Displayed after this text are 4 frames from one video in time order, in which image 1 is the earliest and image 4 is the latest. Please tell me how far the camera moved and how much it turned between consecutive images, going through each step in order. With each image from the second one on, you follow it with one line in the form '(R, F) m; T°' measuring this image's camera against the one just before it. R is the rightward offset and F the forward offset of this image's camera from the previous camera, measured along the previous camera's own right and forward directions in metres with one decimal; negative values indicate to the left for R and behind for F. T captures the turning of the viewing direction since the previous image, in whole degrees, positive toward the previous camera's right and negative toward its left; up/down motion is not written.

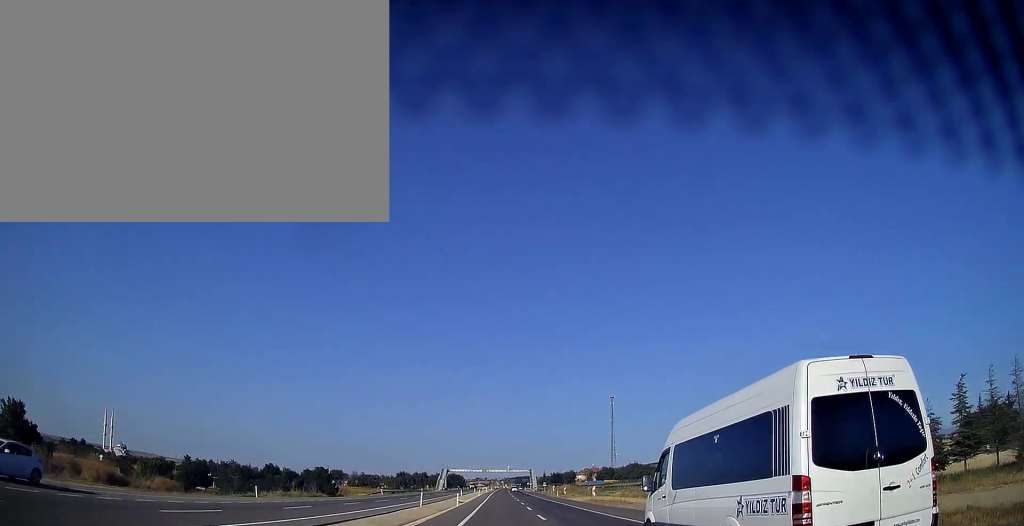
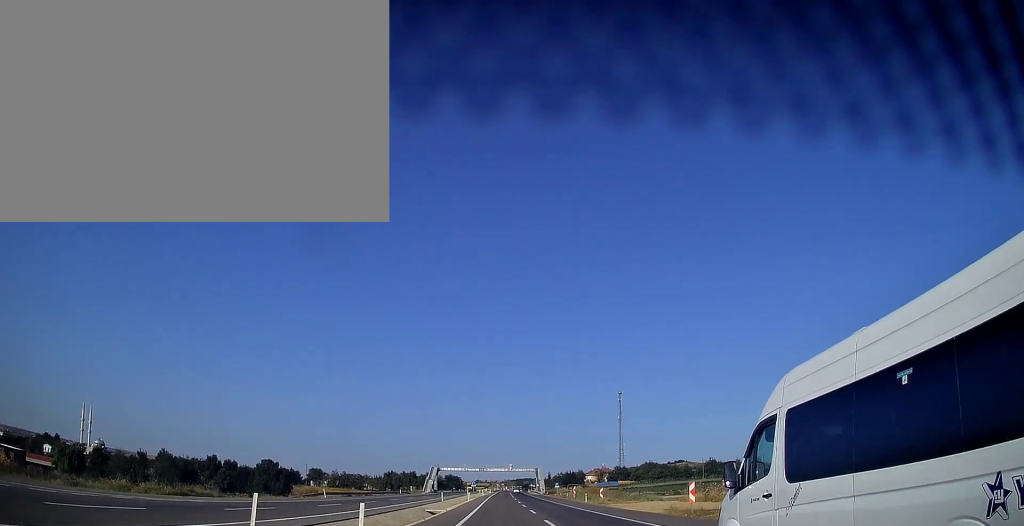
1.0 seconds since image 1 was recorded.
(-0.1, +30.2) m; 0°
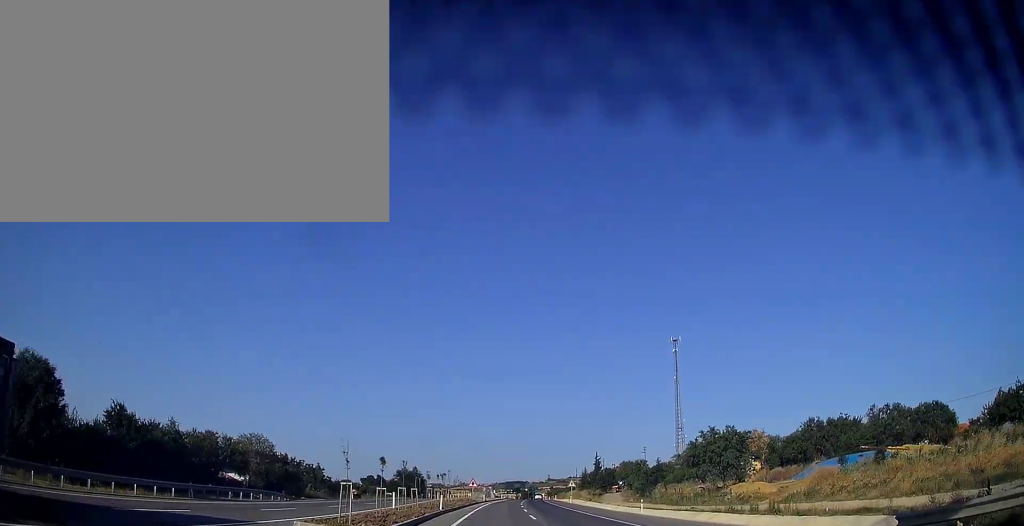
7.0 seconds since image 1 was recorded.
(+1.3, +173.9) m; +1°
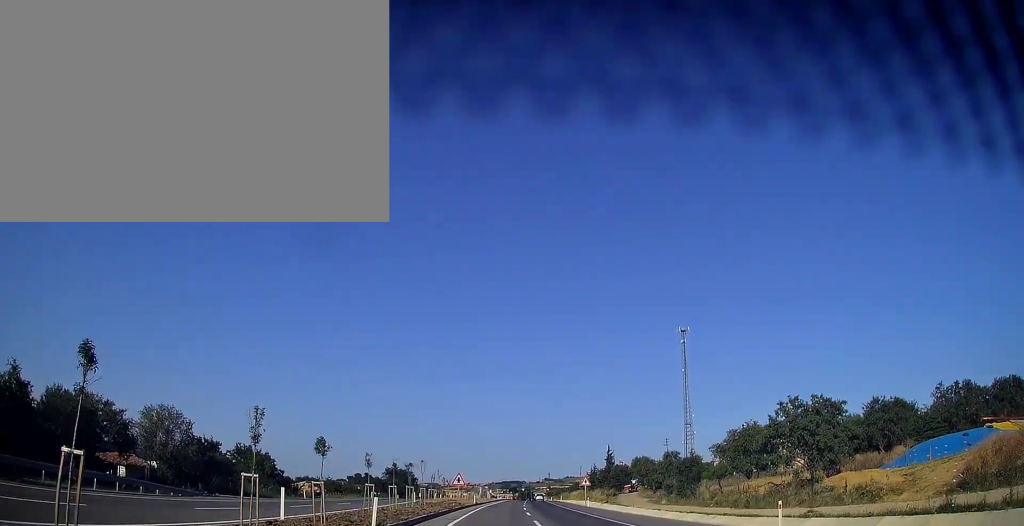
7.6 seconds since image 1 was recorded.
(-0.1, +17.7) m; +1°
